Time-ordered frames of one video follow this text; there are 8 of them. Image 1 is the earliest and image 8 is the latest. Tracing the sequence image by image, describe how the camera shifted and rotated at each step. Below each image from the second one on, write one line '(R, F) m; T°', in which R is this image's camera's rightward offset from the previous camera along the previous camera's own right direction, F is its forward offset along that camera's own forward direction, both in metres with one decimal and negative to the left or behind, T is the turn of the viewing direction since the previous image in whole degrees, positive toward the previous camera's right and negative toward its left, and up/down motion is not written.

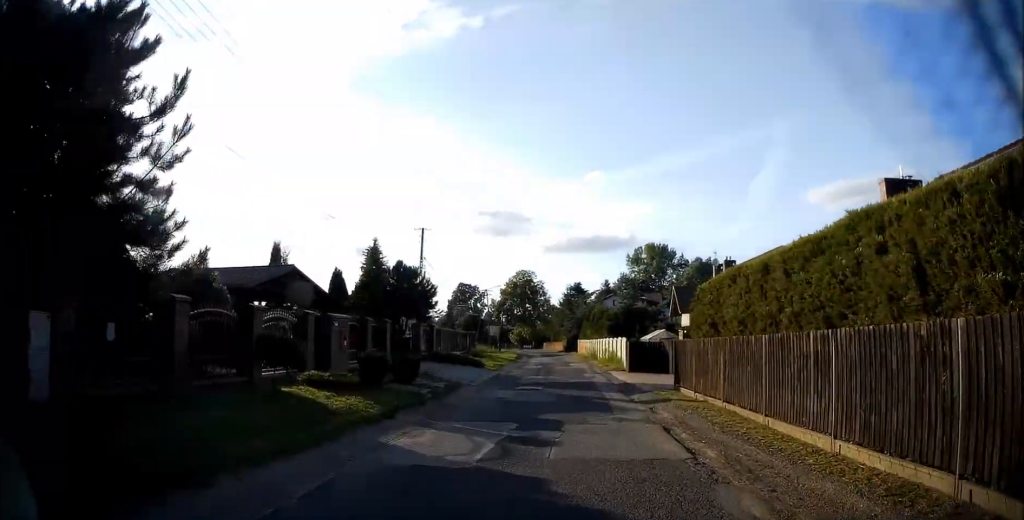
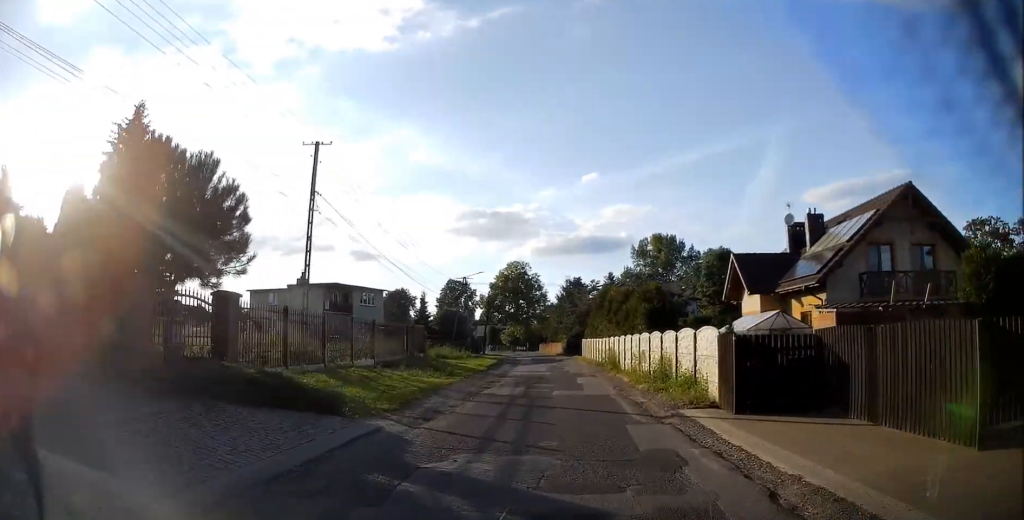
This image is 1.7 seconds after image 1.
(-0.3, +19.6) m; -1°
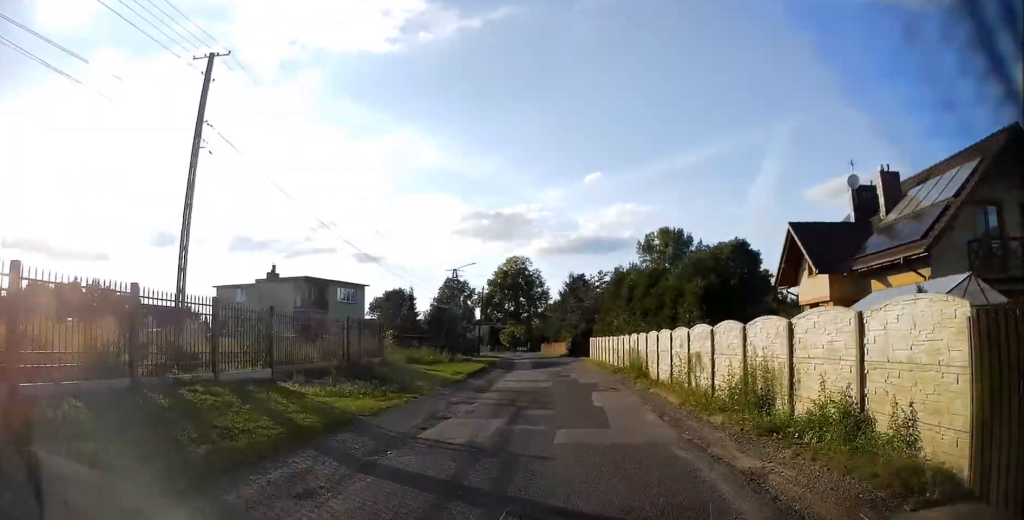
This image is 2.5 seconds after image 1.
(0.0, +7.6) m; +1°
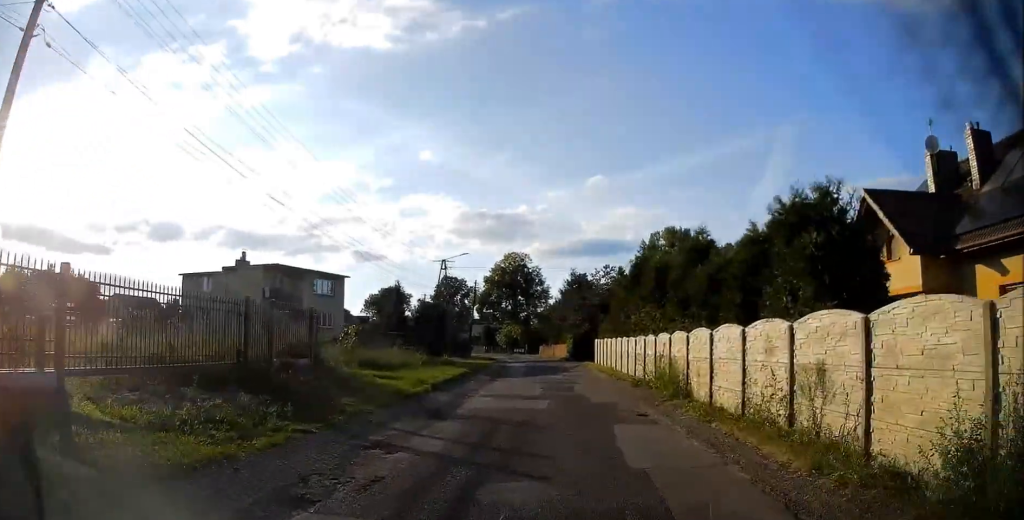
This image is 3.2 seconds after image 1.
(0.0, +5.6) m; +1°
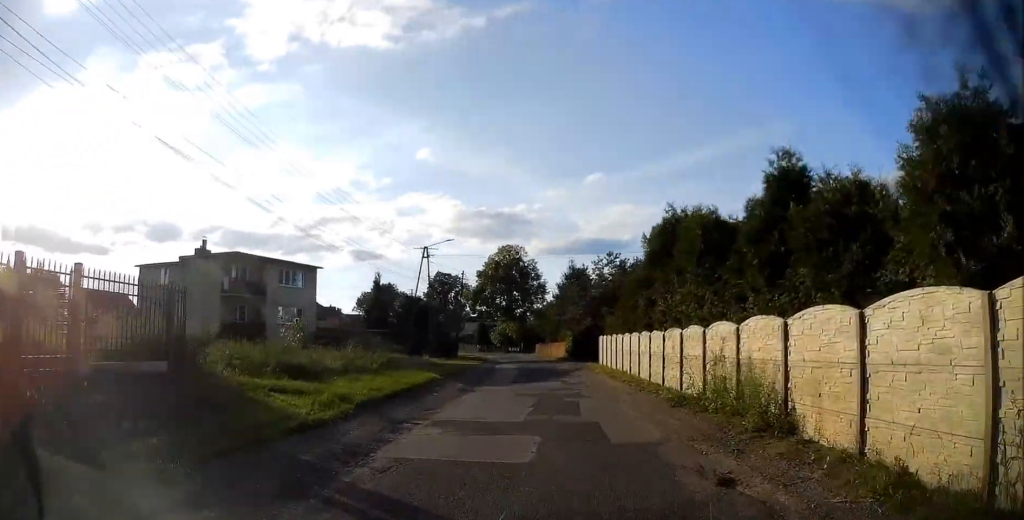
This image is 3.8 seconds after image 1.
(+0.1, +5.2) m; 0°
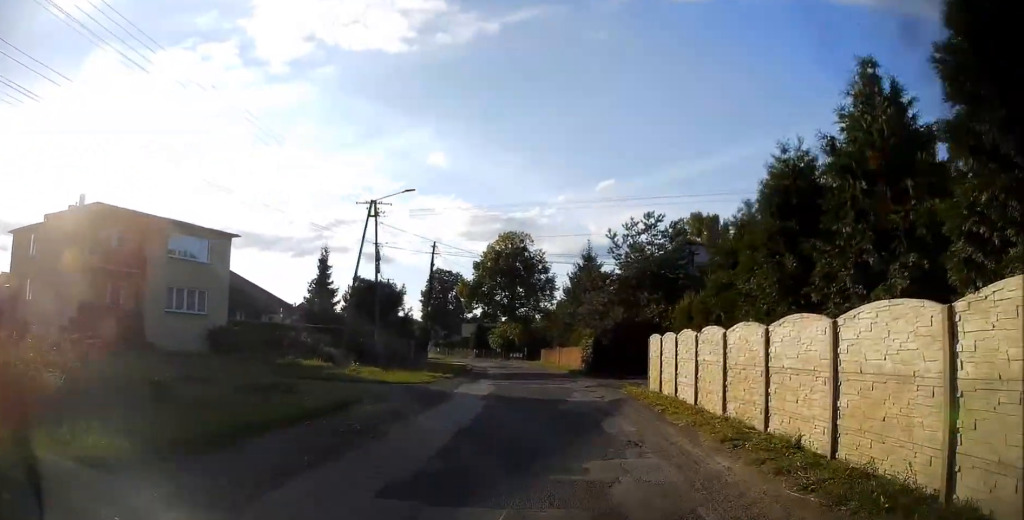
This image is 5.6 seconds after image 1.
(-0.2, +15.3) m; -2°
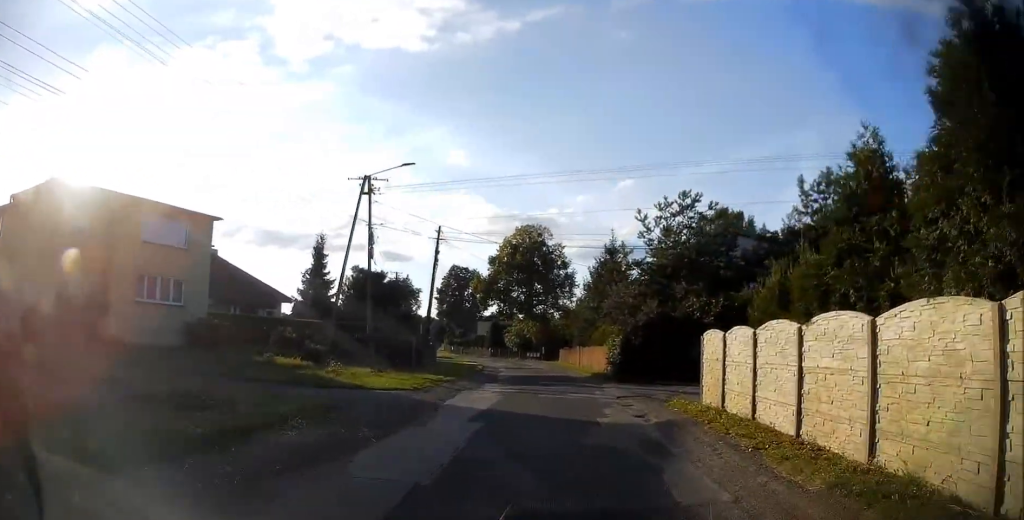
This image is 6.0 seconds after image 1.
(0.0, +4.6) m; -1°
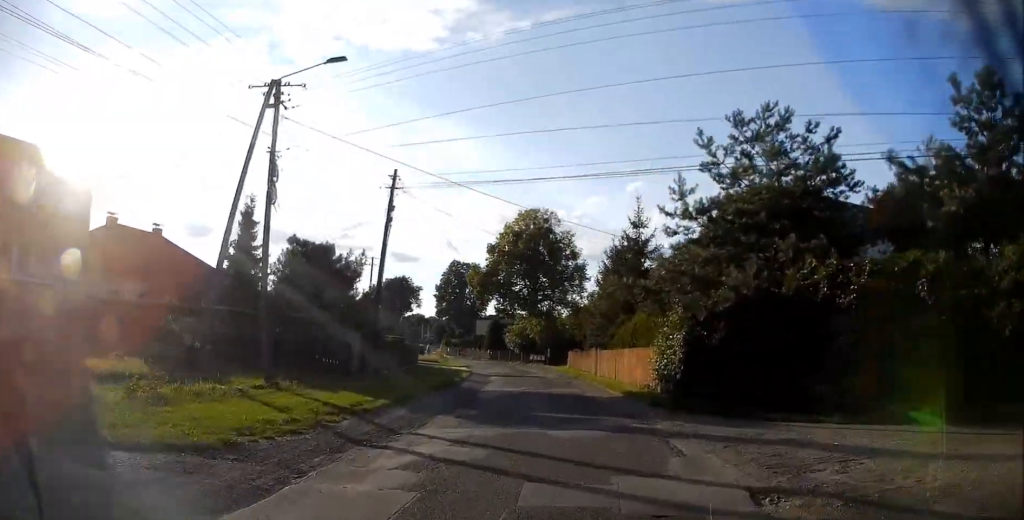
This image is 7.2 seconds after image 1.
(-0.1, +11.4) m; -1°
